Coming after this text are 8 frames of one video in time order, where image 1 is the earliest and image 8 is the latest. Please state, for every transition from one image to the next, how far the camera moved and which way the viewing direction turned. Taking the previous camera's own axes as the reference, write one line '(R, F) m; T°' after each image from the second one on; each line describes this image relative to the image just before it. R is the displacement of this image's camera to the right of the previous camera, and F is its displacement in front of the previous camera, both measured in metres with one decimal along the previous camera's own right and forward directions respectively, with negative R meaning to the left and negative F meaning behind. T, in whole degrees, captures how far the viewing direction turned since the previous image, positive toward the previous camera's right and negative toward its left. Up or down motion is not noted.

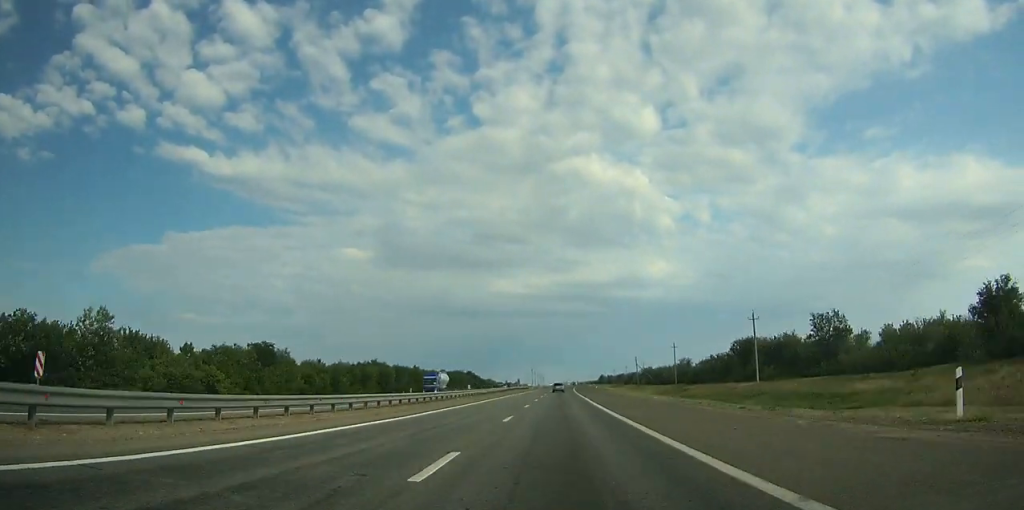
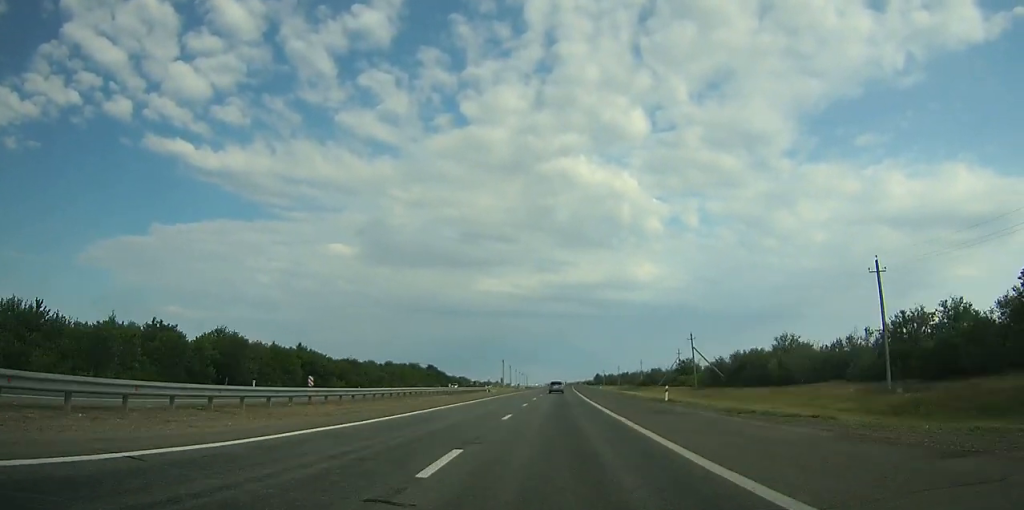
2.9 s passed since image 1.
(+0.7, +80.5) m; +1°
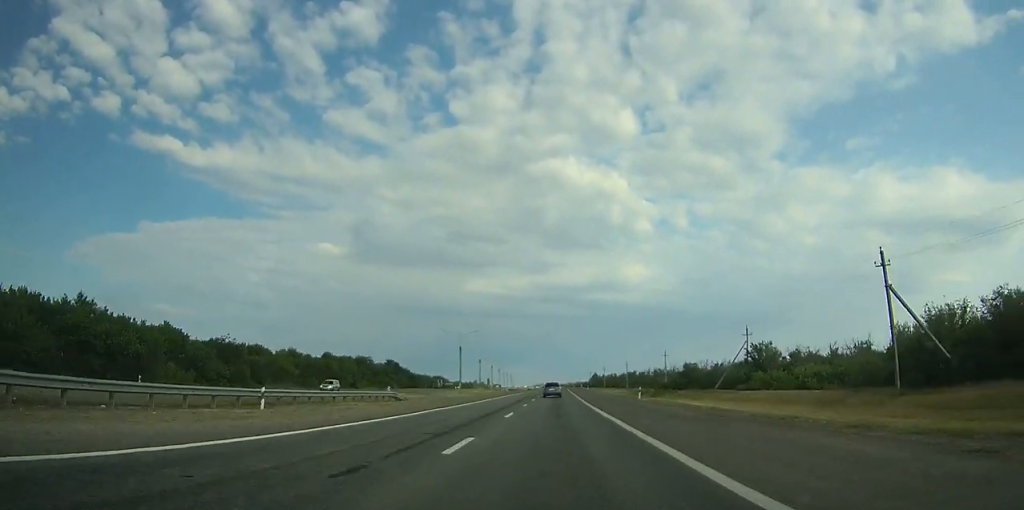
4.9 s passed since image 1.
(+0.4, +53.3) m; +1°
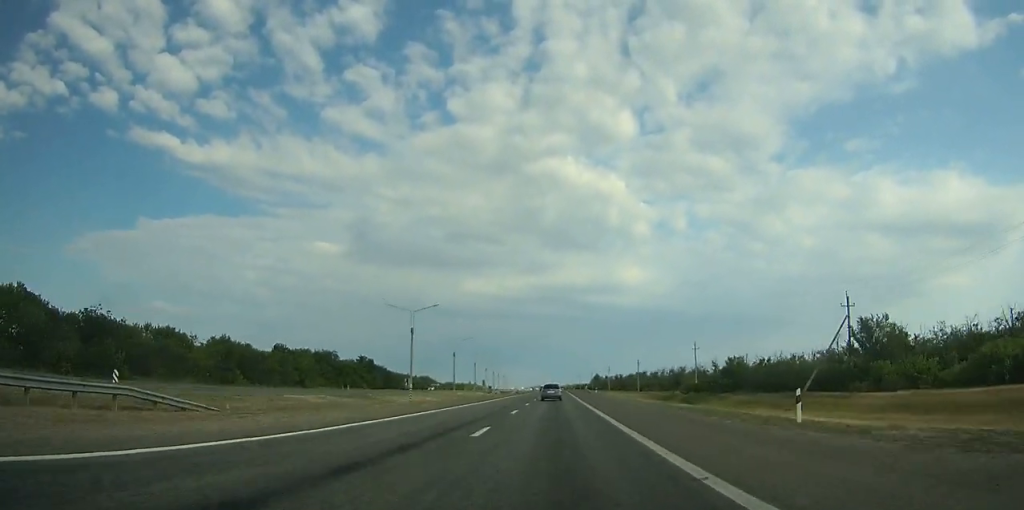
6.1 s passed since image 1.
(+0.2, +30.6) m; 0°
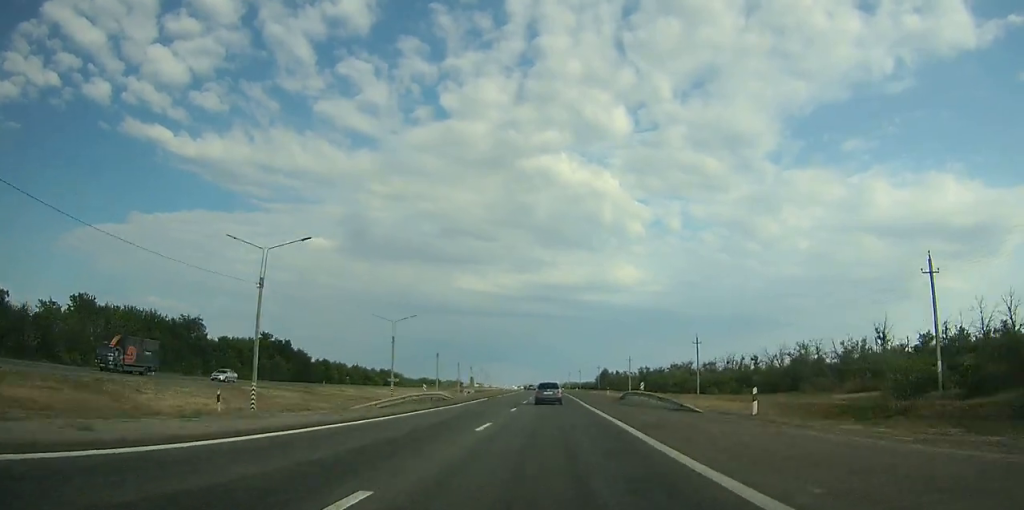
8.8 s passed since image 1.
(+0.5, +68.5) m; 0°
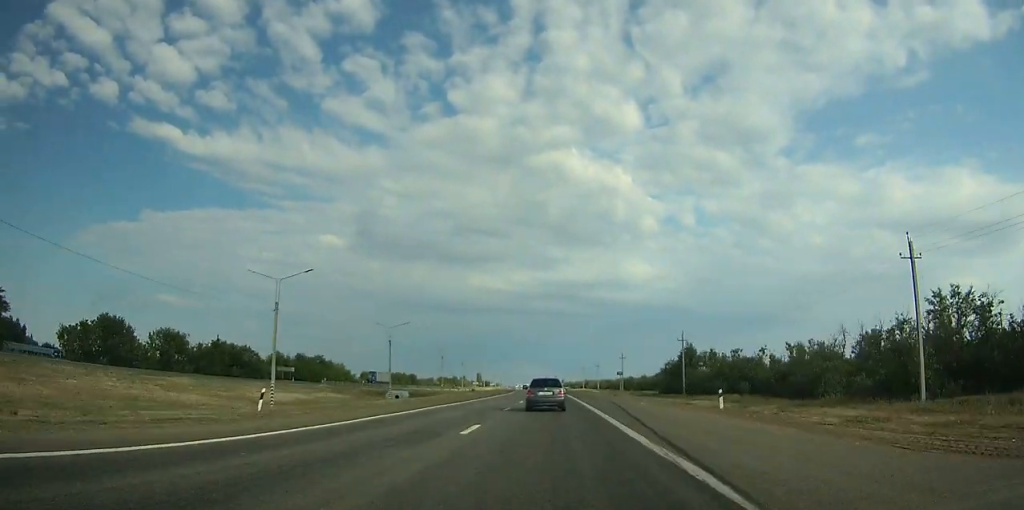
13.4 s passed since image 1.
(-0.3, +112.9) m; -2°
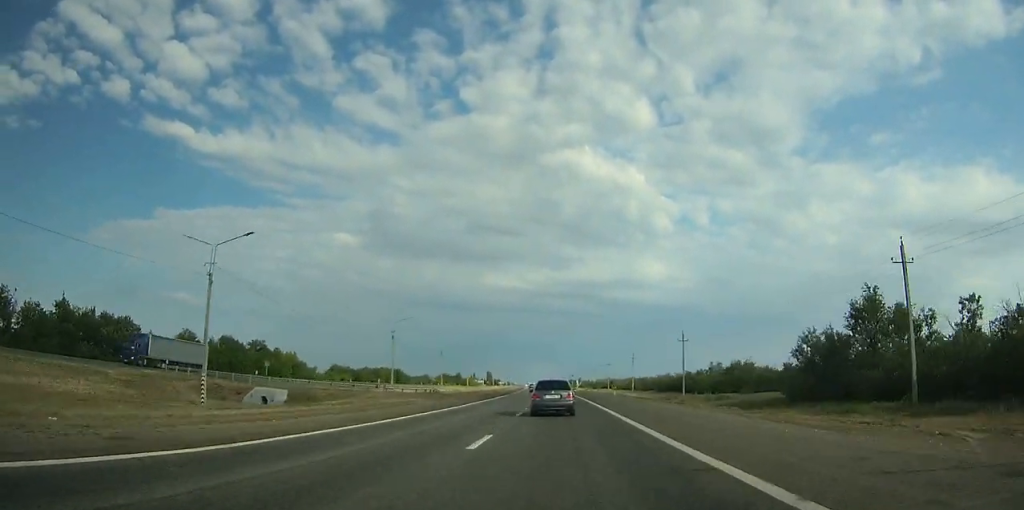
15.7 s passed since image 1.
(-1.2, +53.2) m; -2°
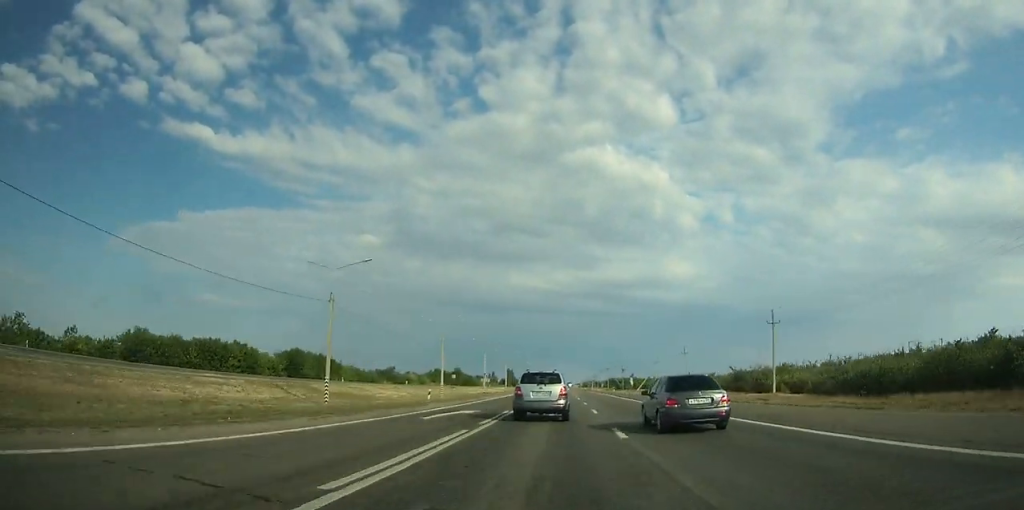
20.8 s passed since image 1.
(-2.9, +118.1) m; -2°
